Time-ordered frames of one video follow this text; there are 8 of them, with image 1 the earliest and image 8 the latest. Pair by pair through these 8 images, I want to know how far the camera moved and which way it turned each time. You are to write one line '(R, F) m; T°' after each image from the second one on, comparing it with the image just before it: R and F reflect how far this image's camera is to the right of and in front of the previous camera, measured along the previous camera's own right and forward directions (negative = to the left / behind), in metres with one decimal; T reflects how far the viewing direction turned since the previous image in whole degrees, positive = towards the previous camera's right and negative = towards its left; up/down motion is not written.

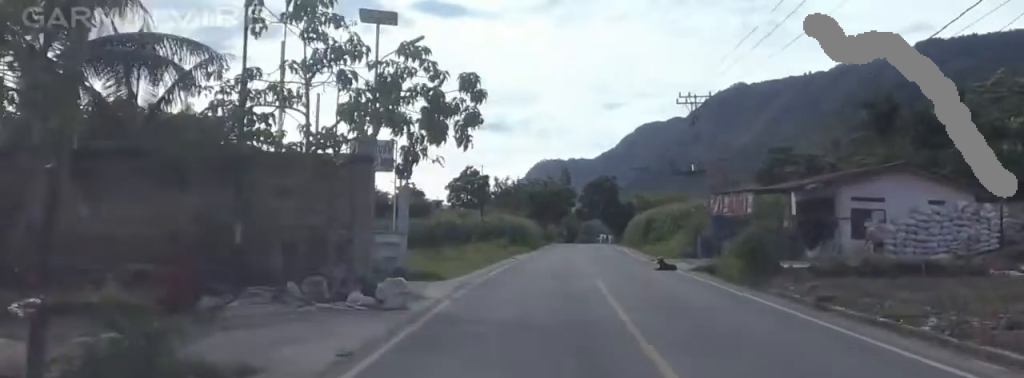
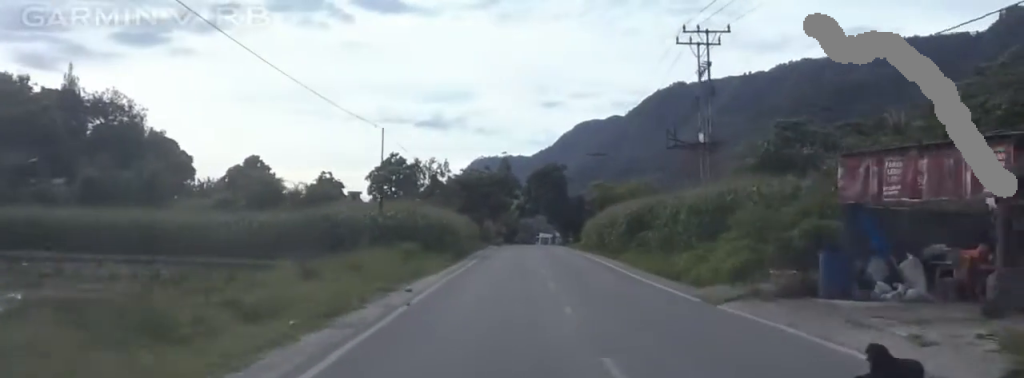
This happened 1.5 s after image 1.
(+0.4, +22.5) m; +6°
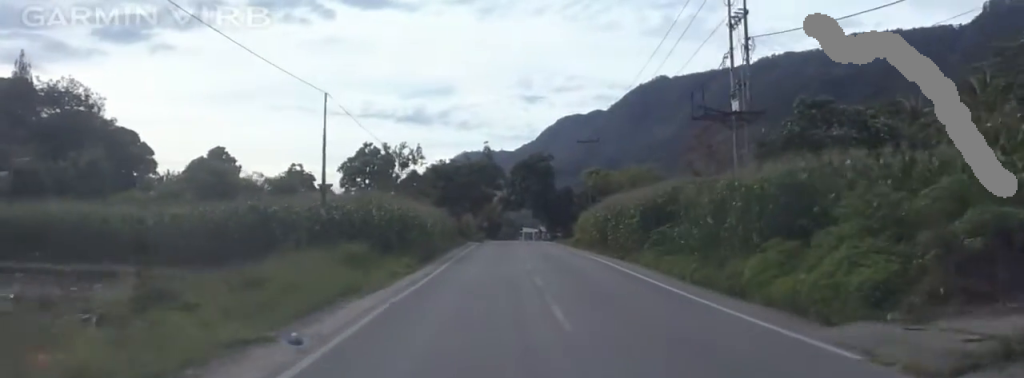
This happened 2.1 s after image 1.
(+0.5, +9.8) m; +2°
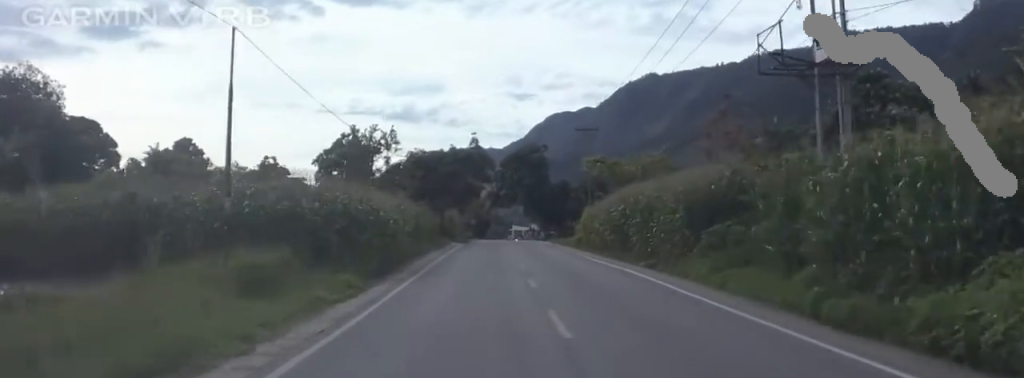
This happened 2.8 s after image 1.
(-0.4, +10.4) m; 0°
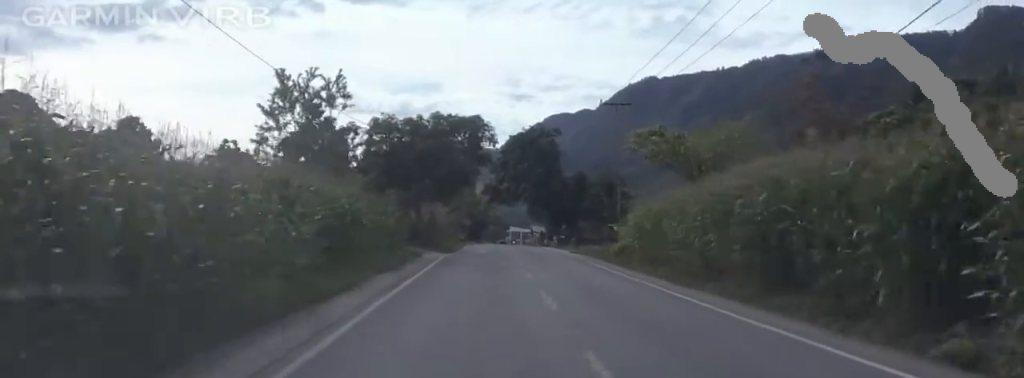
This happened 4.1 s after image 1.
(+0.4, +20.3) m; 0°
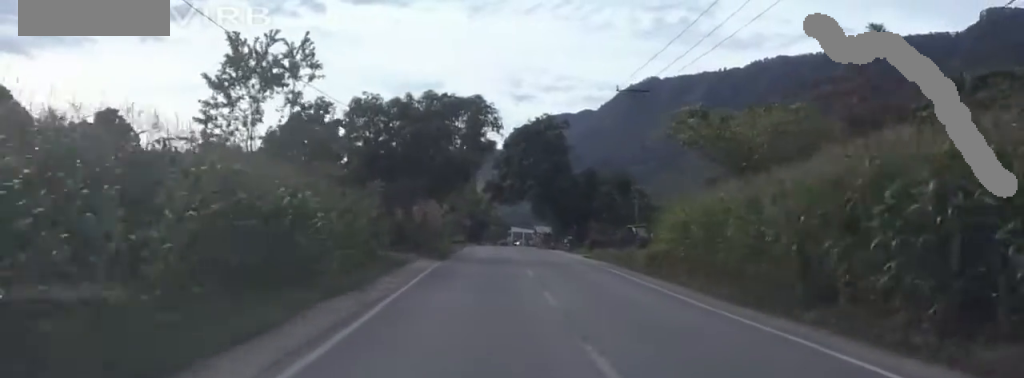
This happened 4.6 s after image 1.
(-0.3, +7.3) m; 0°
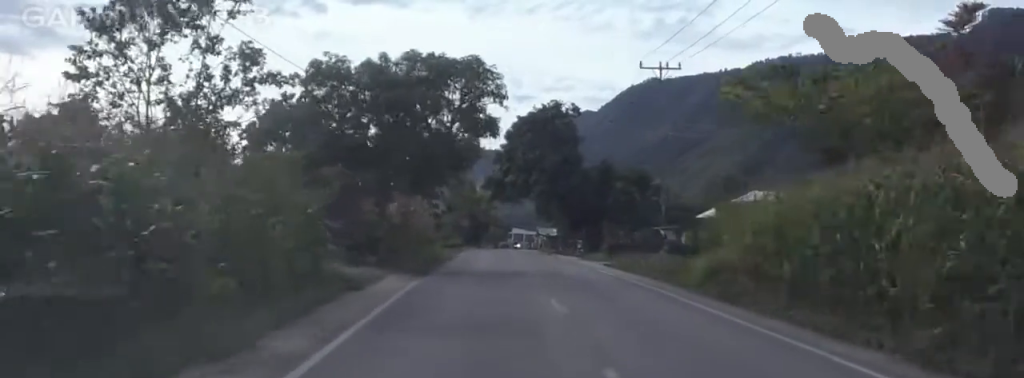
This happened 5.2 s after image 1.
(0.0, +9.2) m; -2°
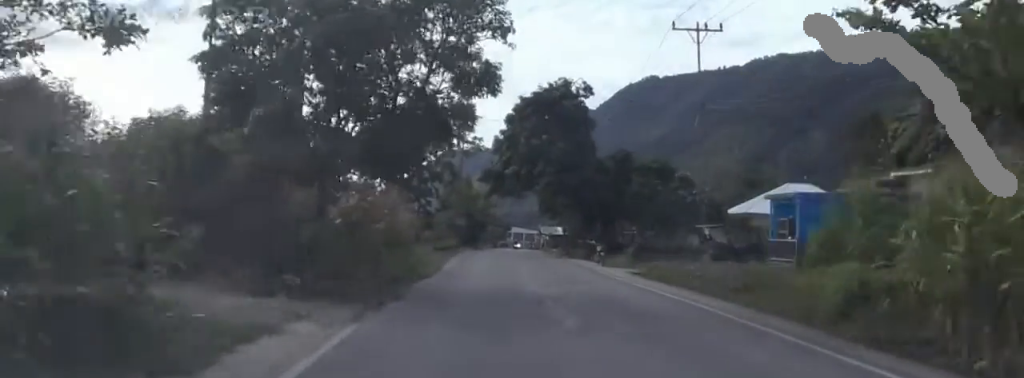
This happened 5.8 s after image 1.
(+0.6, +9.9) m; -3°
